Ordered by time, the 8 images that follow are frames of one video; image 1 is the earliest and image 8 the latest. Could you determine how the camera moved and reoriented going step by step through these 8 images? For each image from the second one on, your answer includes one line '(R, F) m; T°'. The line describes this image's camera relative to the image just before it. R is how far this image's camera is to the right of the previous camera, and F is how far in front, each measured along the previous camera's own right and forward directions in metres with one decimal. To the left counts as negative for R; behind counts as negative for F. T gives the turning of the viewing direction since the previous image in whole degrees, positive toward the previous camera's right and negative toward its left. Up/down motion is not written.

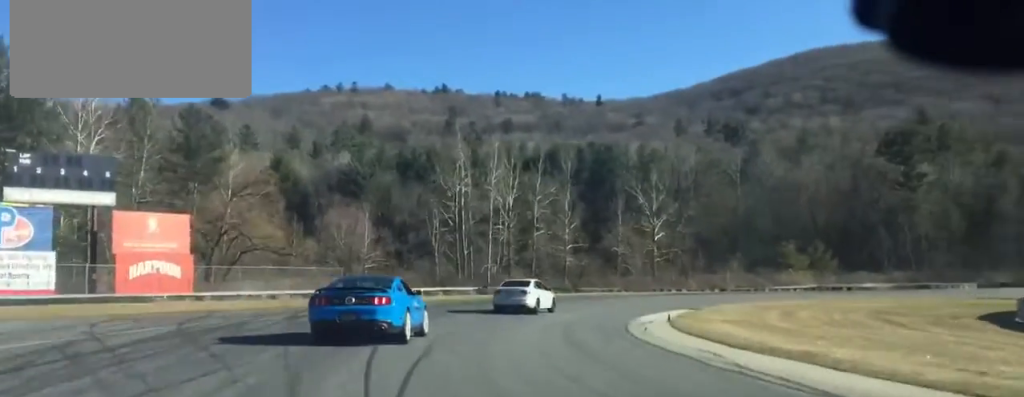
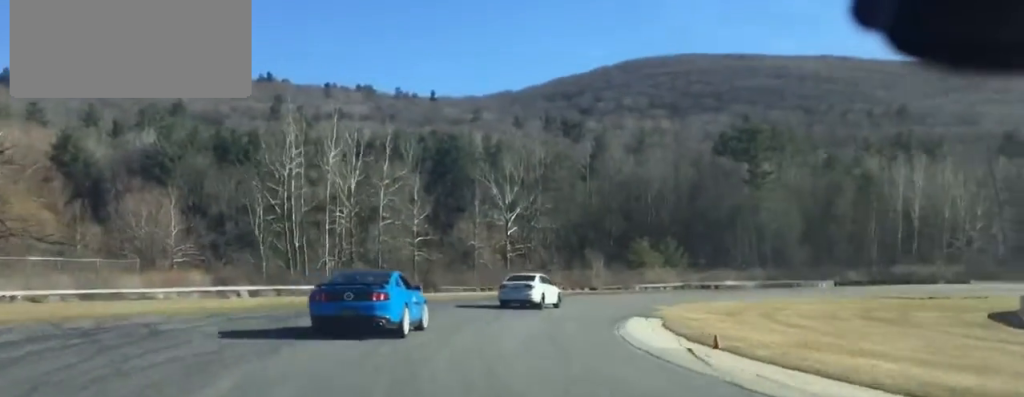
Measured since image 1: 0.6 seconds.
(+0.5, +15.3) m; +12°
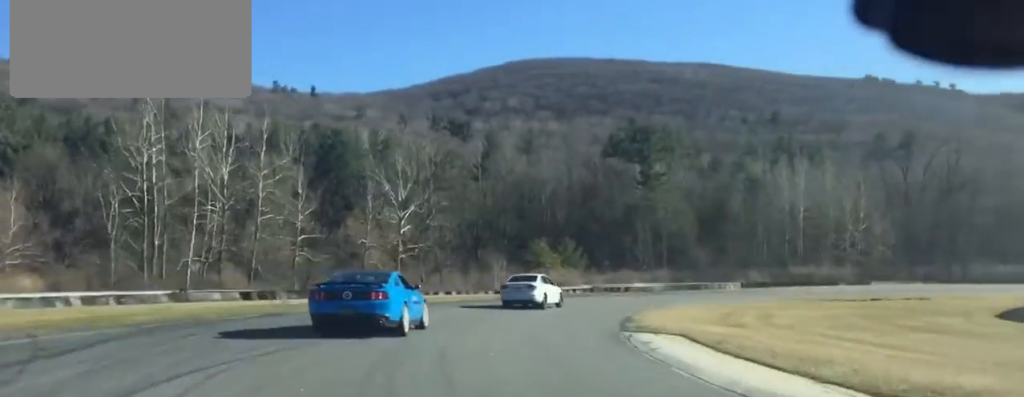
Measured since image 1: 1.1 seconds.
(+1.7, +10.3) m; +9°
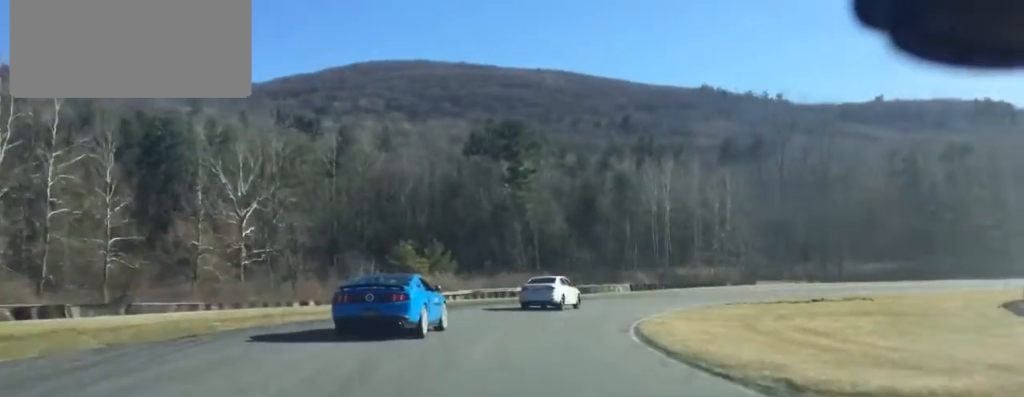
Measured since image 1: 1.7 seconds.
(+1.3, +14.2) m; +12°
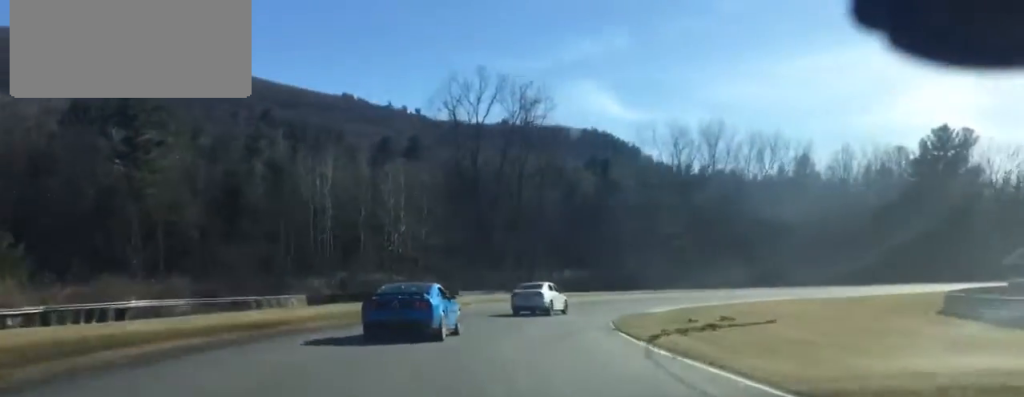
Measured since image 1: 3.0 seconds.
(+6.2, +30.9) m; +21°
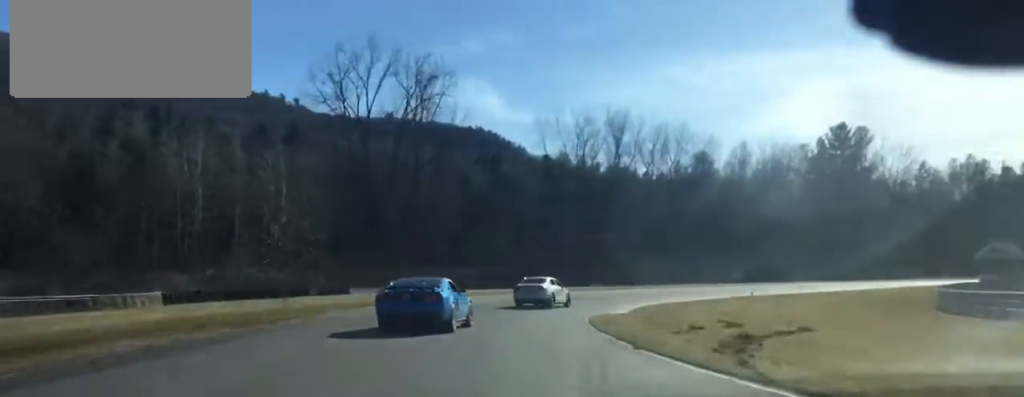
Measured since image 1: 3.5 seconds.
(0.0, +11.0) m; +7°
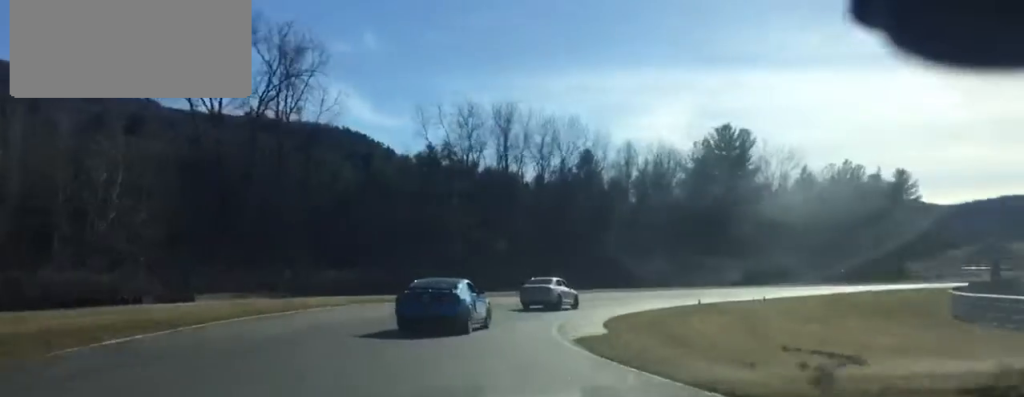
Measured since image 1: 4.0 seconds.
(+1.6, +12.4) m; +9°
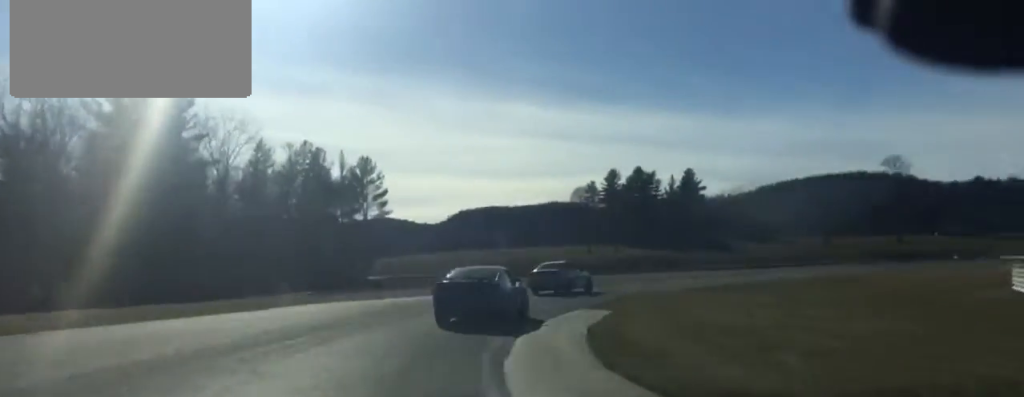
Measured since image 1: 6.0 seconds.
(+13.0, +45.1) m; +36°
